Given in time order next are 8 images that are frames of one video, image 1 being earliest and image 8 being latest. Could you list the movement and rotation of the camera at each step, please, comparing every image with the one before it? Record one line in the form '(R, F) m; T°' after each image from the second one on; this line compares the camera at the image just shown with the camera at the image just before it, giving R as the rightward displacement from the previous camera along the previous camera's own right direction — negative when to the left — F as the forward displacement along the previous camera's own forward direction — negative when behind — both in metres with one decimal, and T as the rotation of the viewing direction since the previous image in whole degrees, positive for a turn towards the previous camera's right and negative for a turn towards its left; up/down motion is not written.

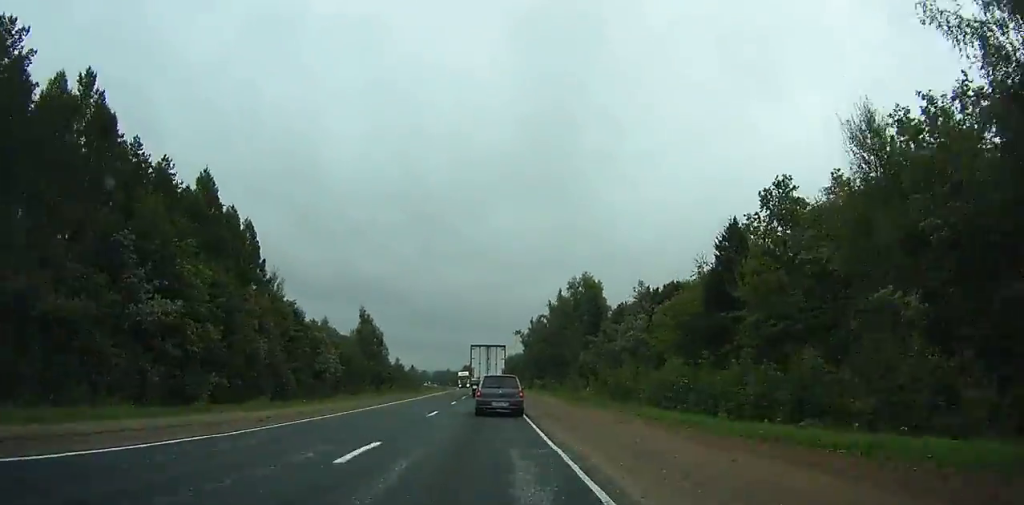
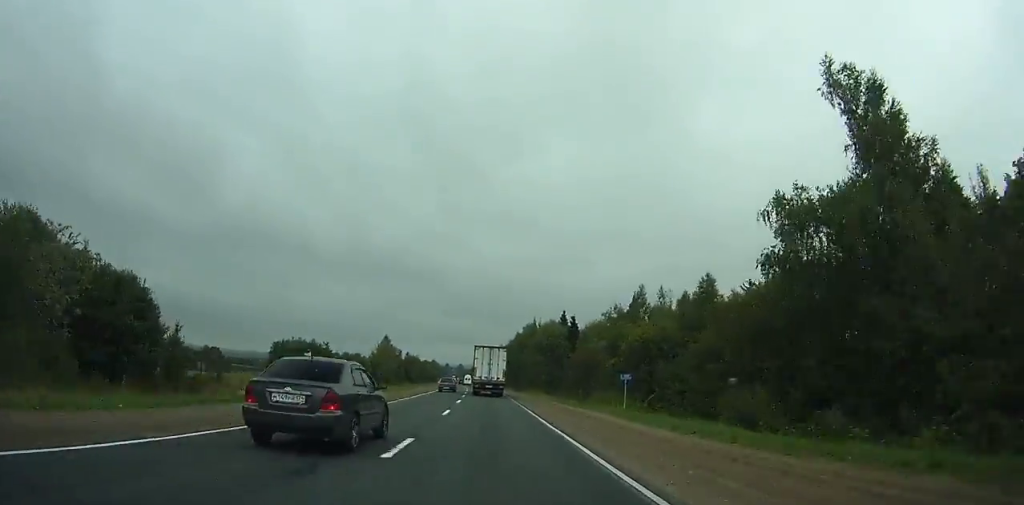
(-5.4, +182.2) m; -4°
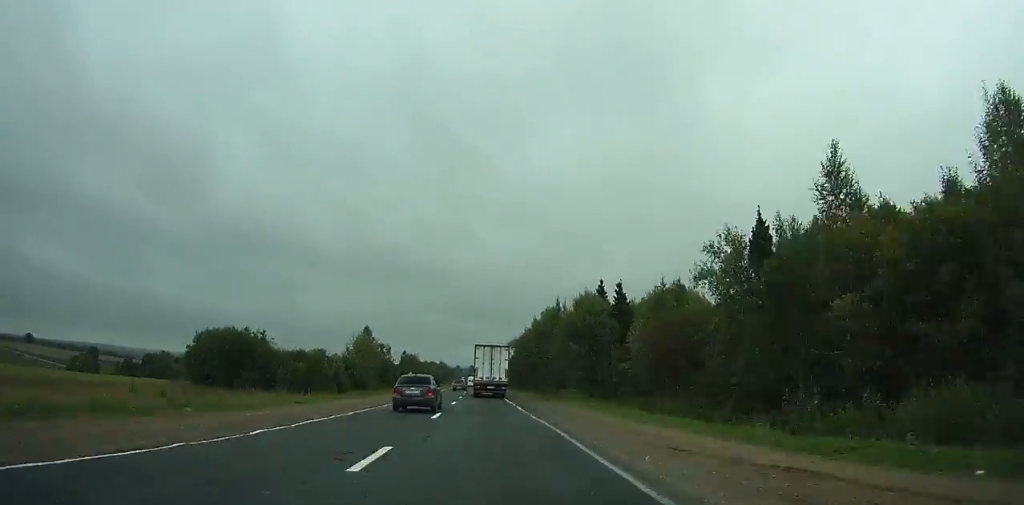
(-0.2, +37.6) m; -1°
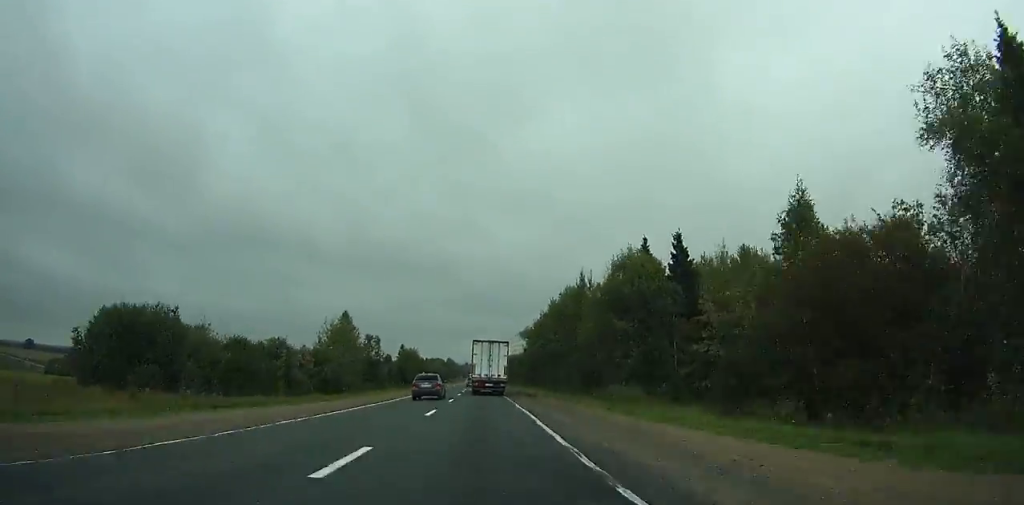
(0.0, +26.2) m; -1°
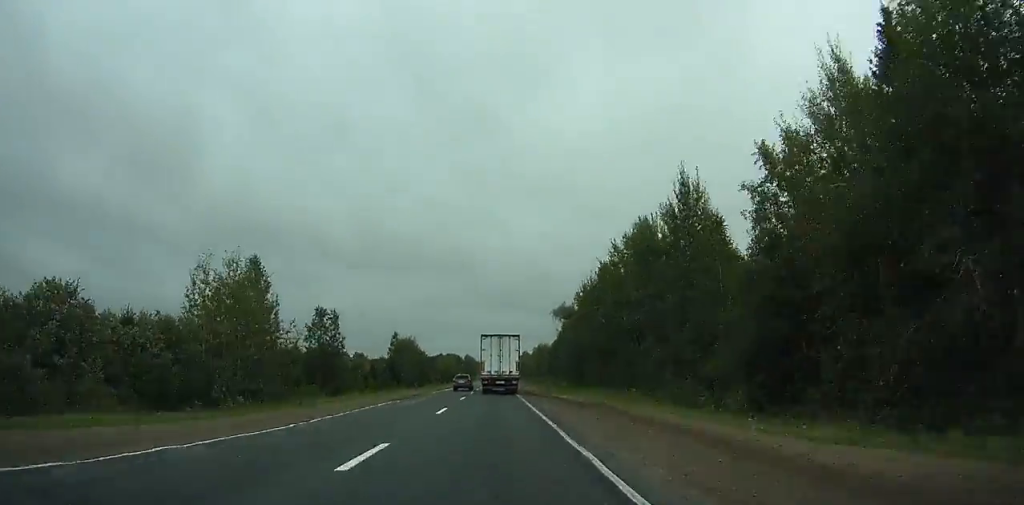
(-1.0, +50.3) m; -2°
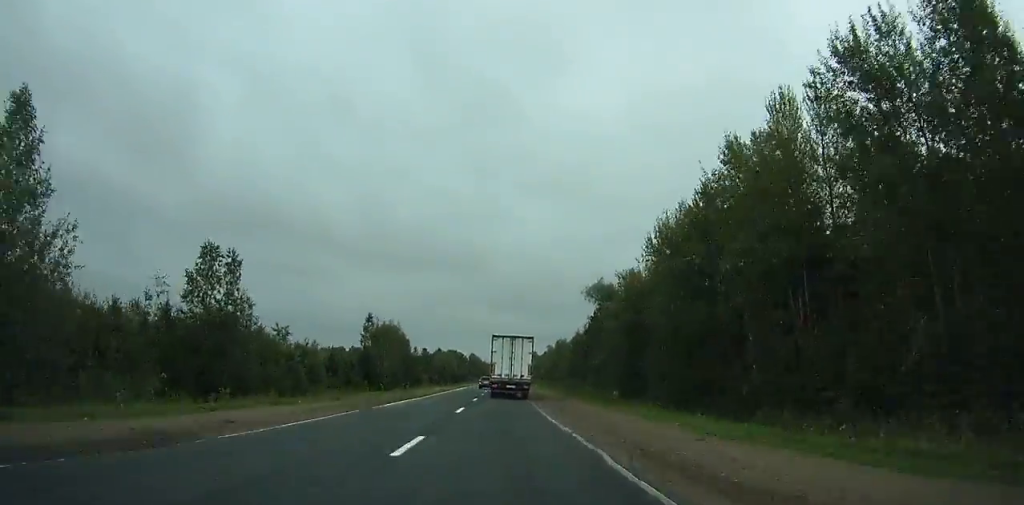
(-0.5, +36.4) m; 0°
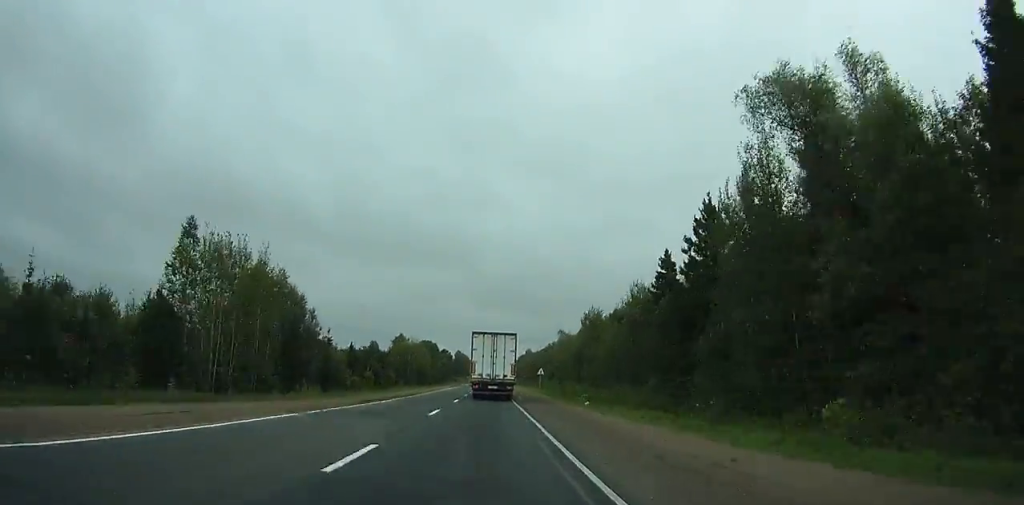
(-0.1, +69.4) m; 0°
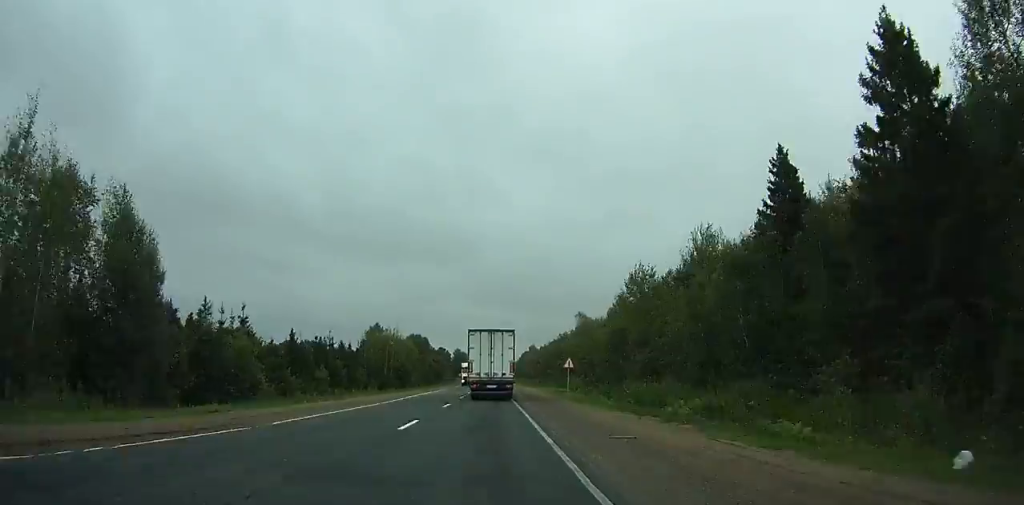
(+0.1, +32.3) m; 0°
